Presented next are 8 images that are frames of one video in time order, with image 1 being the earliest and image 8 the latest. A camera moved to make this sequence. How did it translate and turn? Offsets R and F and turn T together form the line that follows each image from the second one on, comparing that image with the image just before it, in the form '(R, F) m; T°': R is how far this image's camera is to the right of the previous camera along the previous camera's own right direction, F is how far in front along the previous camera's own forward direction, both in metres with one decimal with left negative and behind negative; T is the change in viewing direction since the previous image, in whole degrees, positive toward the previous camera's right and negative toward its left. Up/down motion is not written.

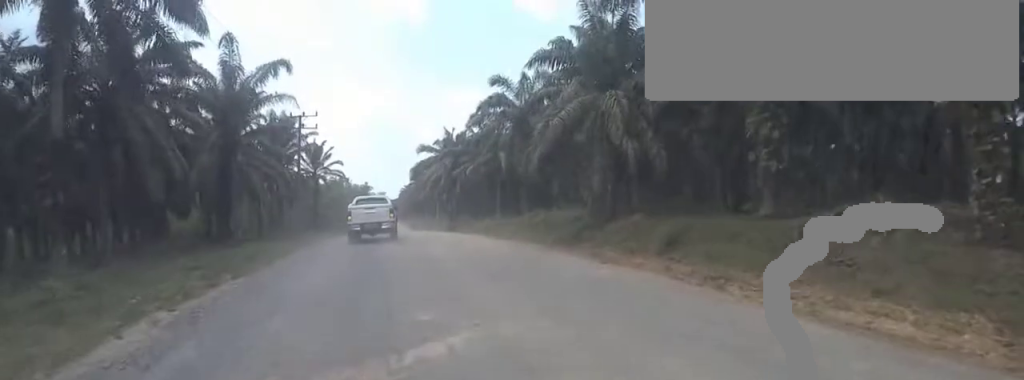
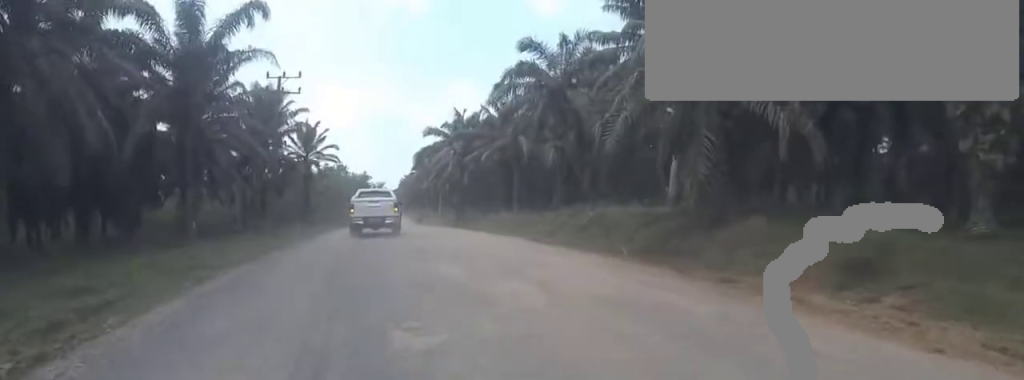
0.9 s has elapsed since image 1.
(0.0, +8.2) m; 0°
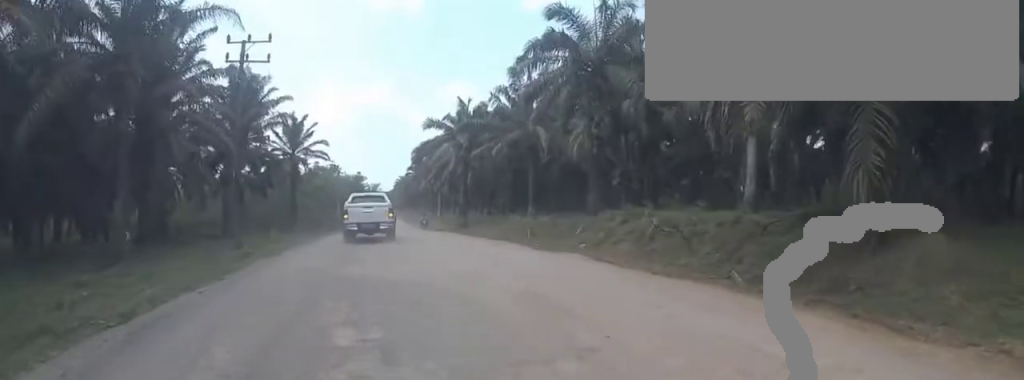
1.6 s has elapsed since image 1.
(0.0, +6.6) m; 0°
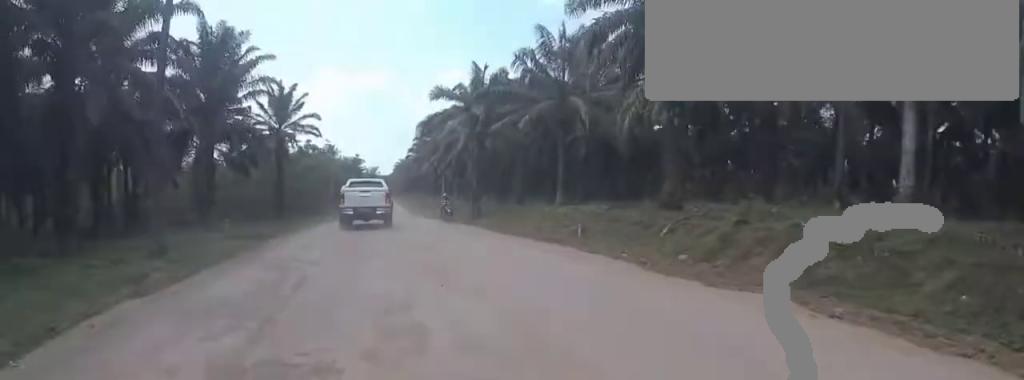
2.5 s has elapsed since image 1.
(0.0, +7.6) m; 0°
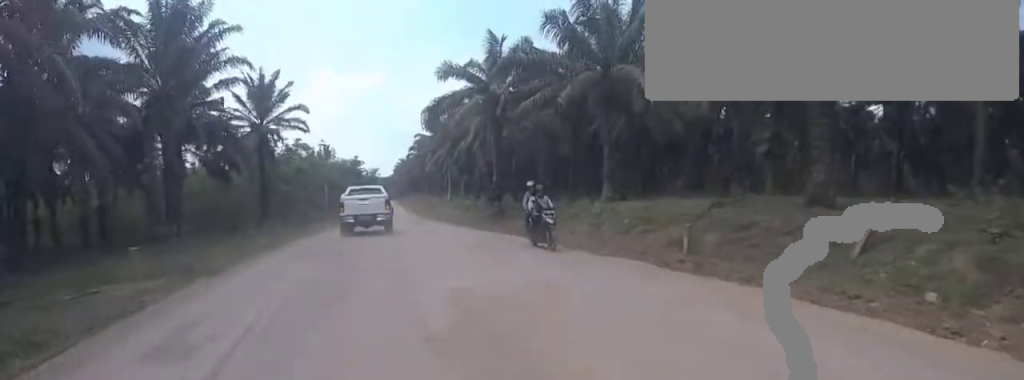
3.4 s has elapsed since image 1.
(0.0, +7.3) m; 0°
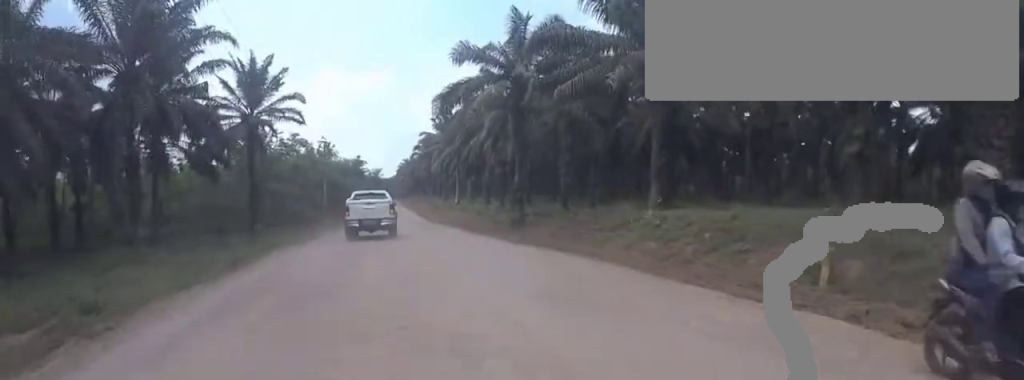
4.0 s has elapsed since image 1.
(0.0, +5.0) m; 0°
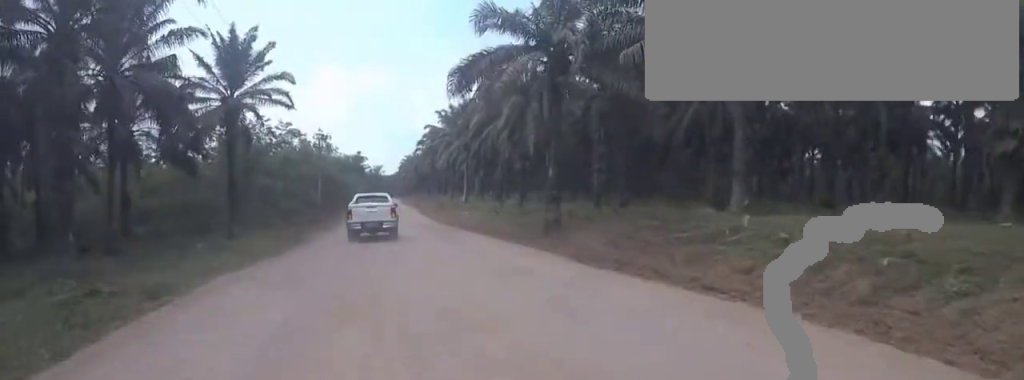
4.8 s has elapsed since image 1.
(0.0, +6.3) m; 0°
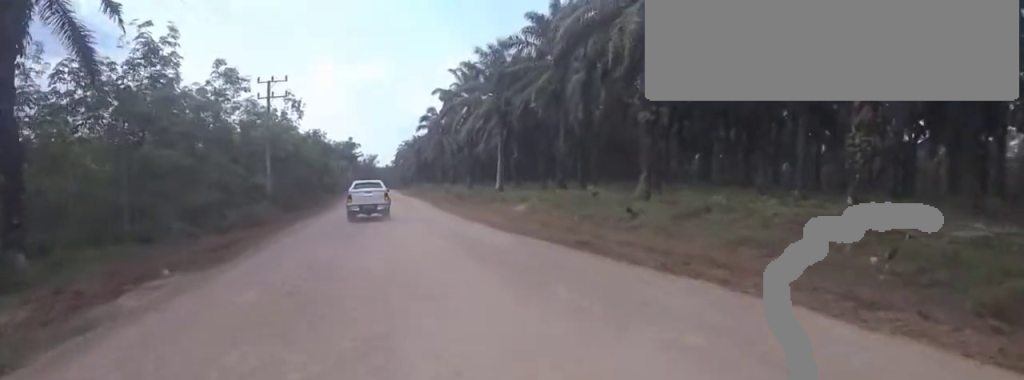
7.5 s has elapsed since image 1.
(0.0, +22.4) m; 0°
